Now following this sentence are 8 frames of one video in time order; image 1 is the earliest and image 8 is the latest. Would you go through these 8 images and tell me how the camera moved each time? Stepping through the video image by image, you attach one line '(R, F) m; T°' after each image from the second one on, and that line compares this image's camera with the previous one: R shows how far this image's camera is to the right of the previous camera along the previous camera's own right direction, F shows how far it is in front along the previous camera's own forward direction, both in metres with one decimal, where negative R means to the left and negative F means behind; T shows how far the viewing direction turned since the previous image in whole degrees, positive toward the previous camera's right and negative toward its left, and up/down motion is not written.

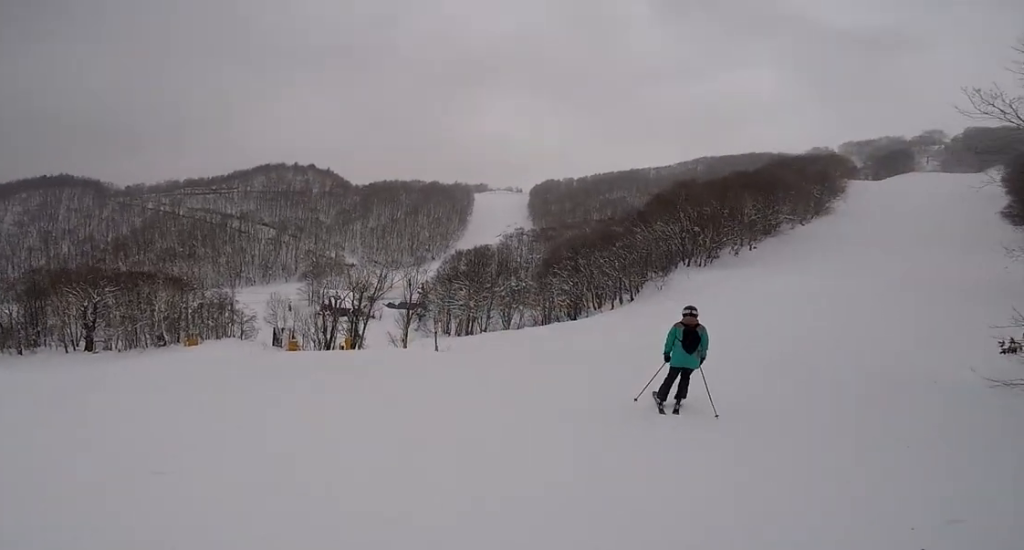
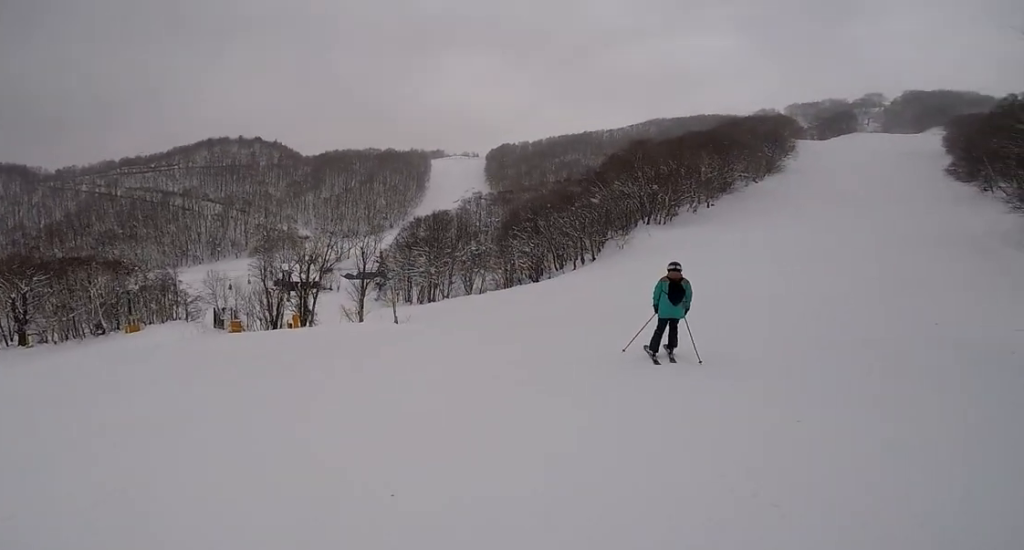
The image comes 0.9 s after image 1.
(+0.6, +3.7) m; -3°
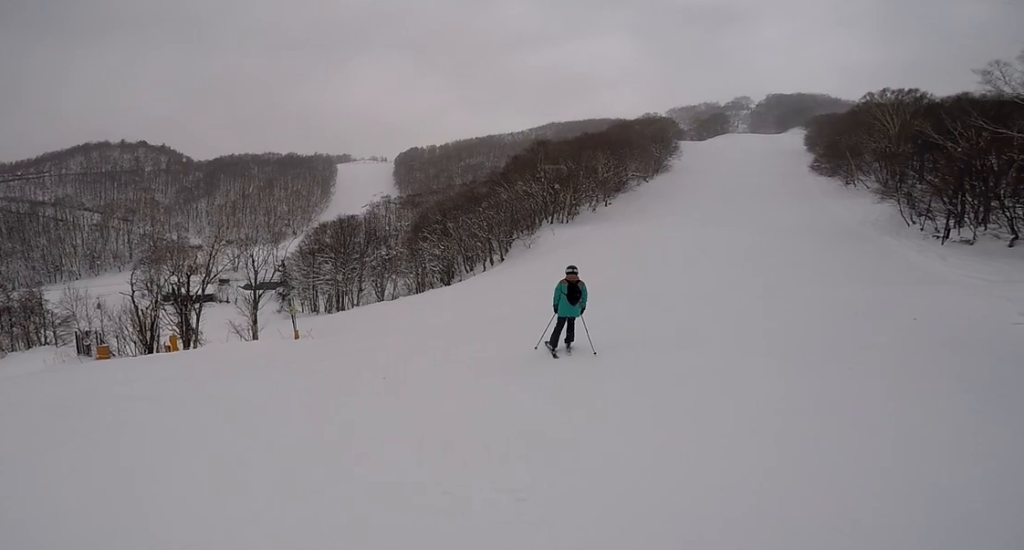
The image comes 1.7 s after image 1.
(-0.5, +3.5) m; +2°
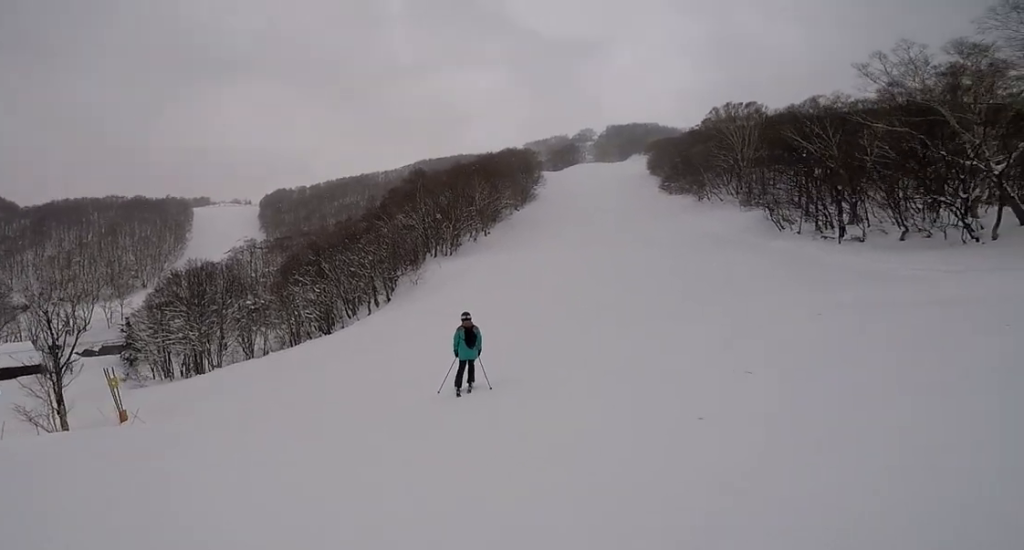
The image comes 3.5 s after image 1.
(+1.4, +8.3) m; +9°
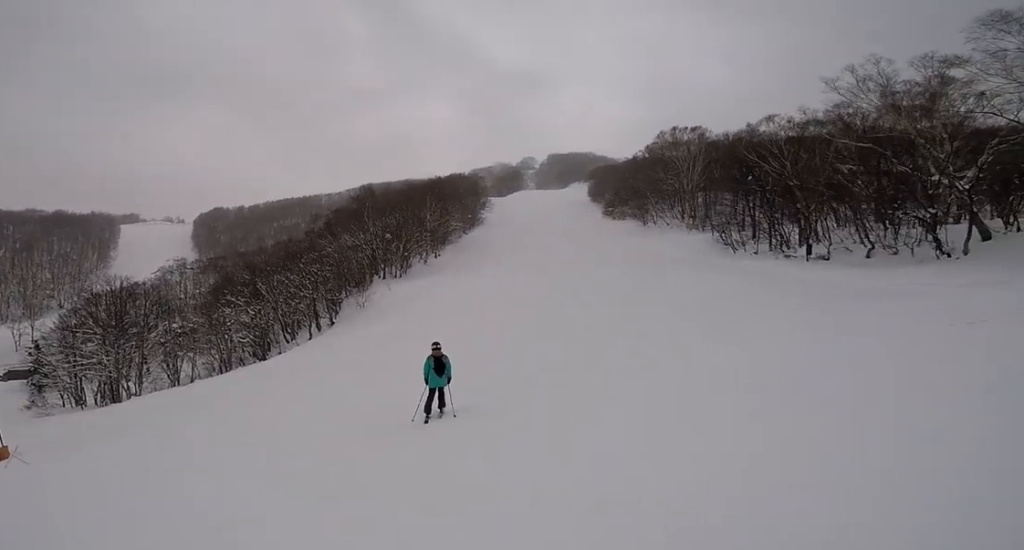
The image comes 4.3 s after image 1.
(-0.2, +4.2) m; -6°
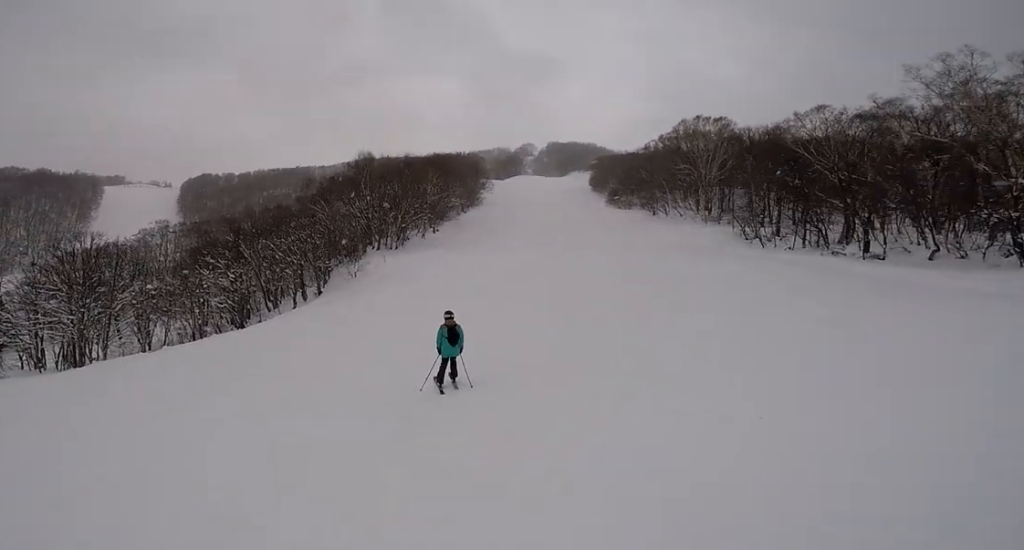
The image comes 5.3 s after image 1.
(-0.3, +5.0) m; +5°
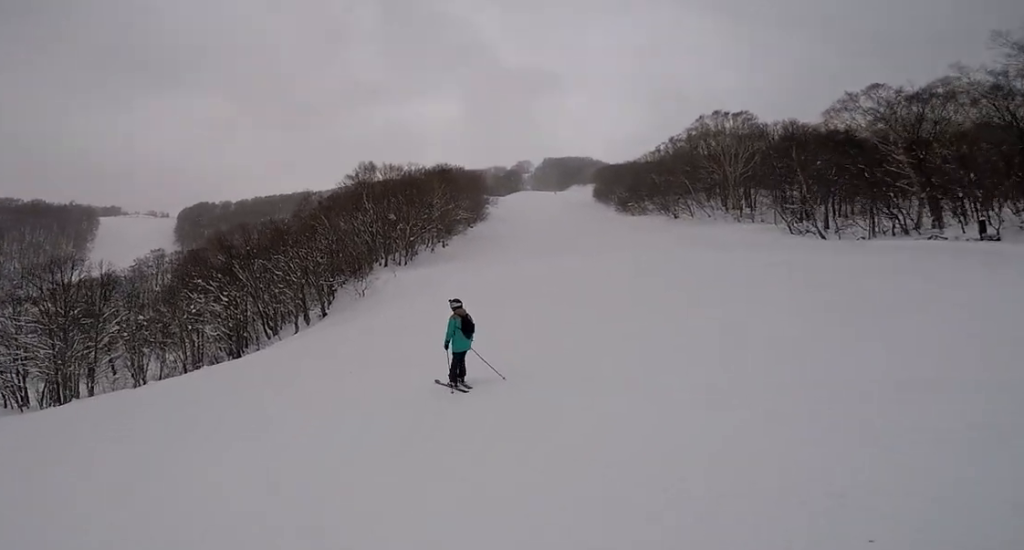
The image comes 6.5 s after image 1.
(+0.9, +6.2) m; +4°
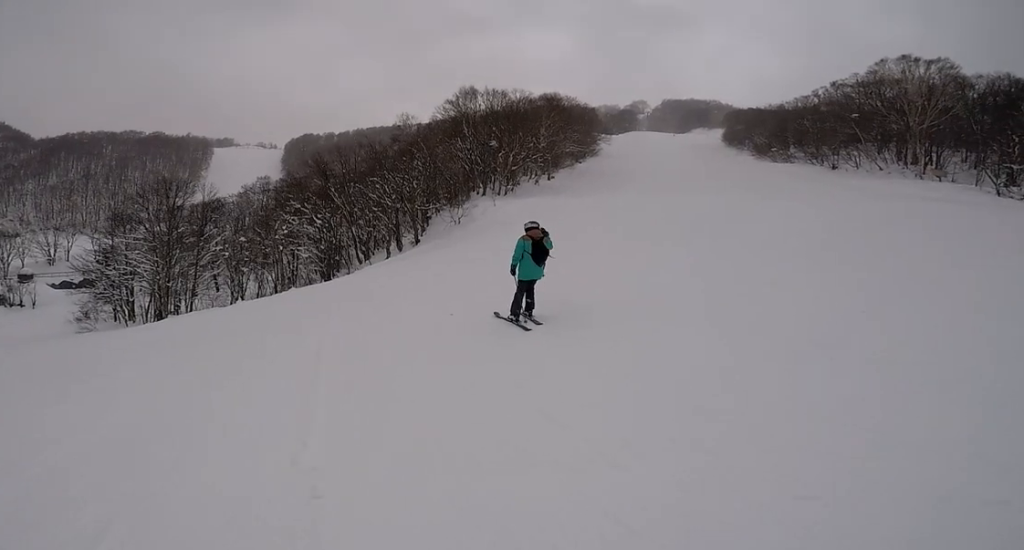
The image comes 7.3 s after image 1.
(0.0, +3.5) m; -7°
